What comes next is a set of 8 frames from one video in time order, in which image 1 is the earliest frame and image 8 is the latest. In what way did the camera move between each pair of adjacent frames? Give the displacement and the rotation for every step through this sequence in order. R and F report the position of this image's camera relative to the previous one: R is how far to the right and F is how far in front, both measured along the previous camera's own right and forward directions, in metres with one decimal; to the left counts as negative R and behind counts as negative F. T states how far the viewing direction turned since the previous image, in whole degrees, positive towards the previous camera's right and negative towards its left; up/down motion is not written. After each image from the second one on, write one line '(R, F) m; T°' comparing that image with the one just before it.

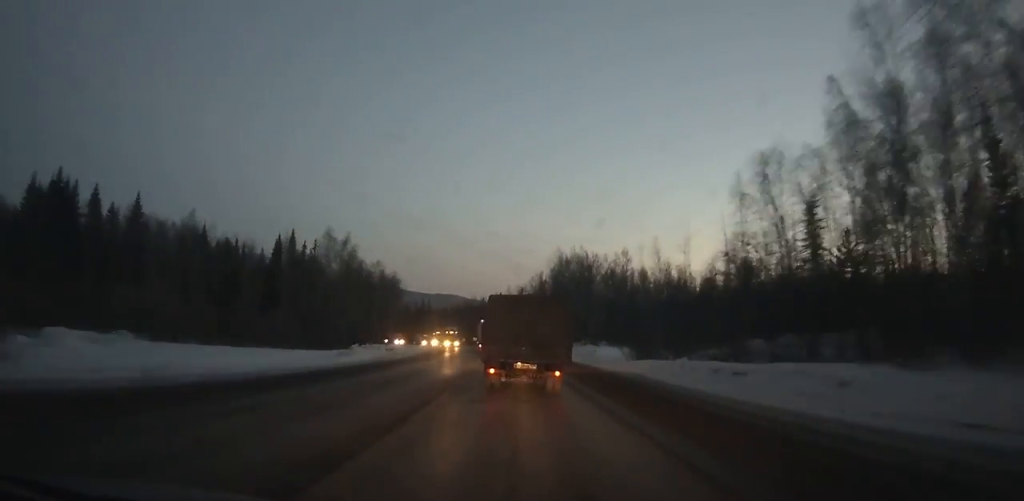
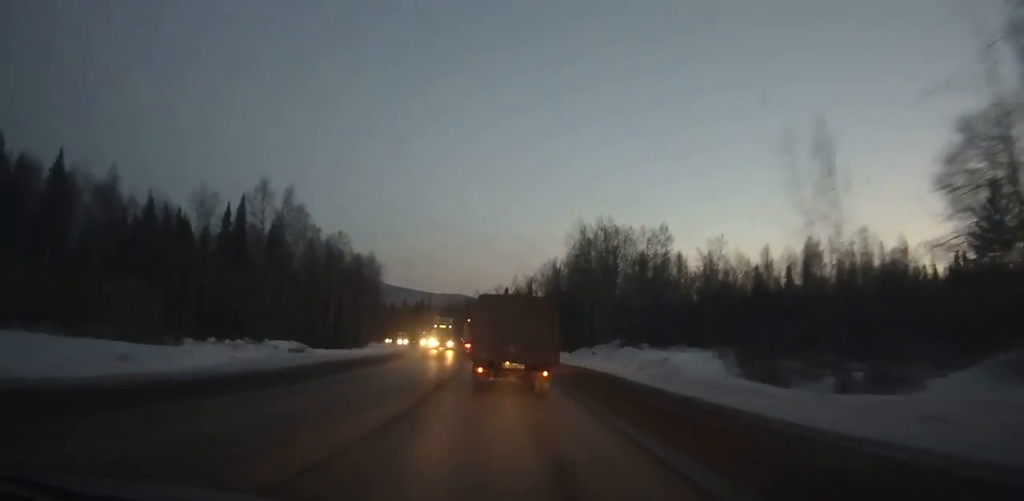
(-0.4, +23.1) m; -2°
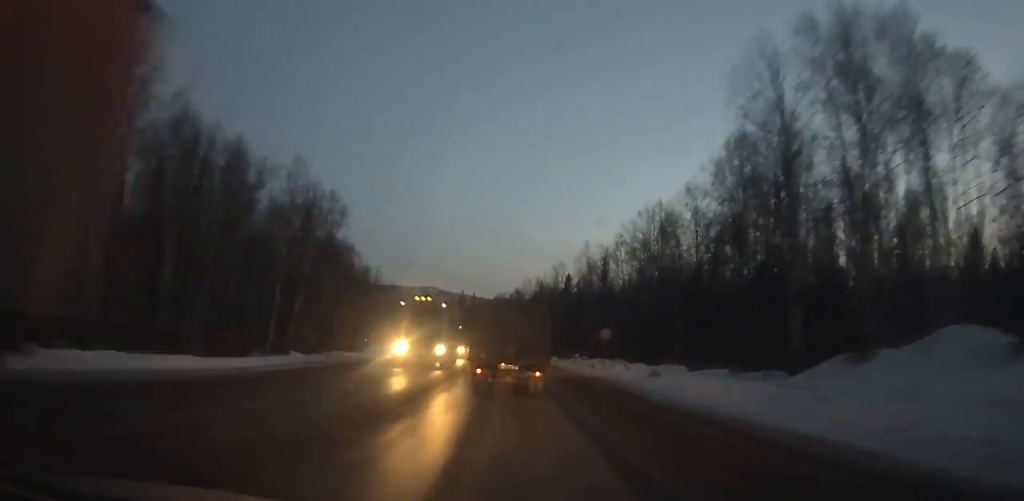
(-1.9, +46.5) m; -4°
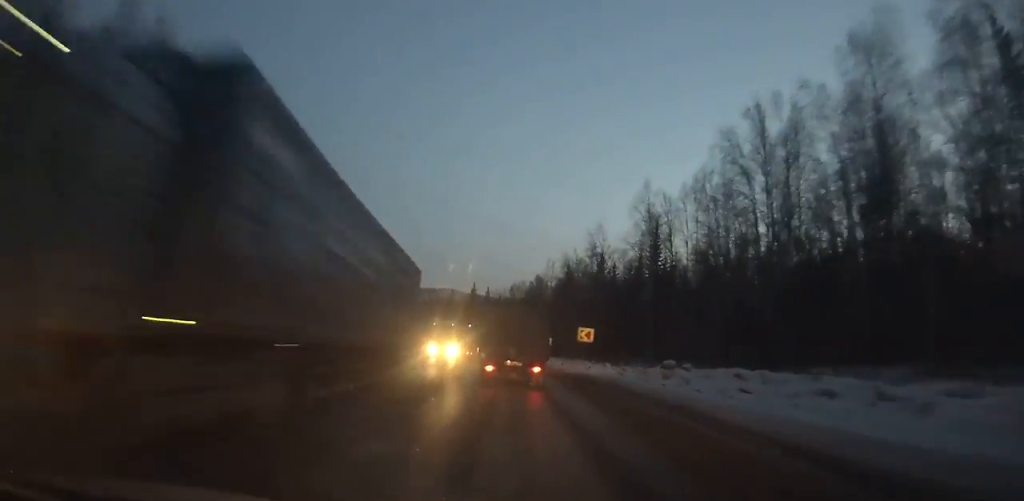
(-0.4, +27.4) m; -3°
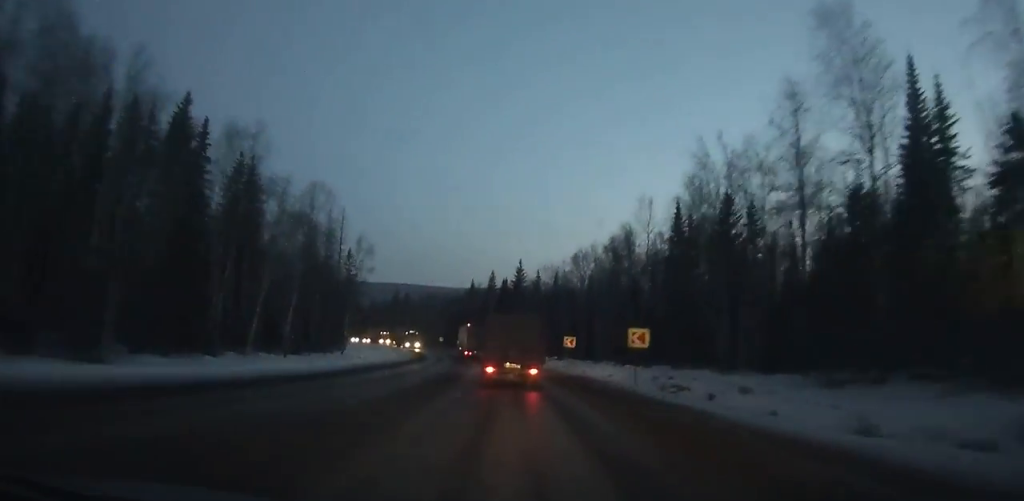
(-1.8, +44.0) m; -5°
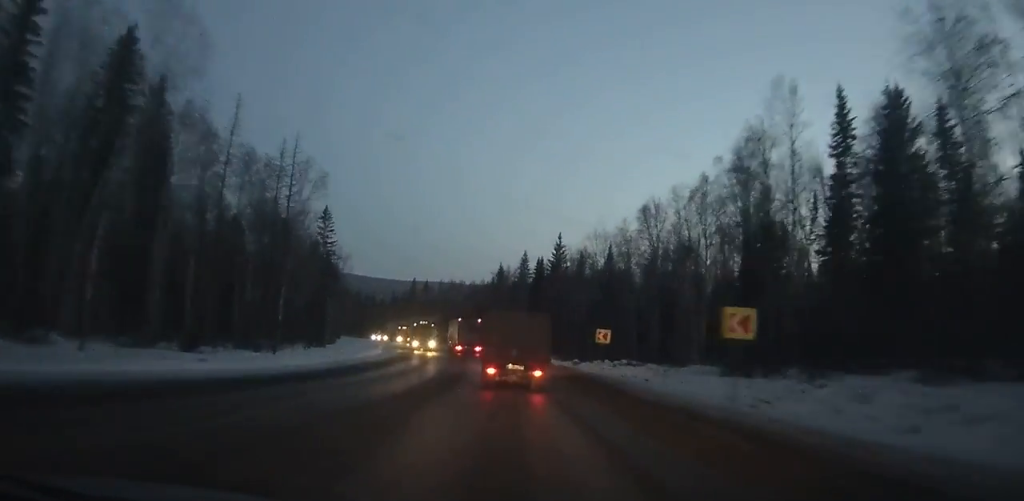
(-0.5, +26.5) m; -3°
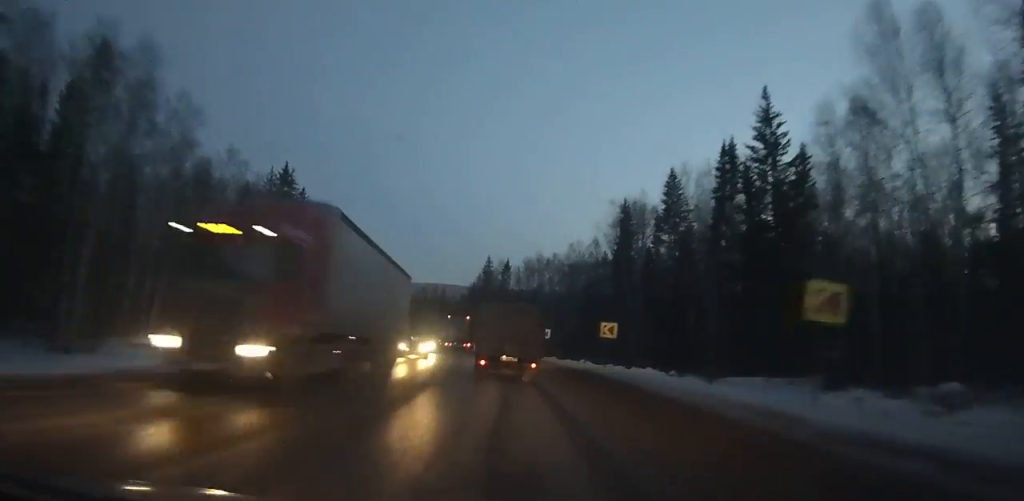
(-5.5, +60.7) m; -11°
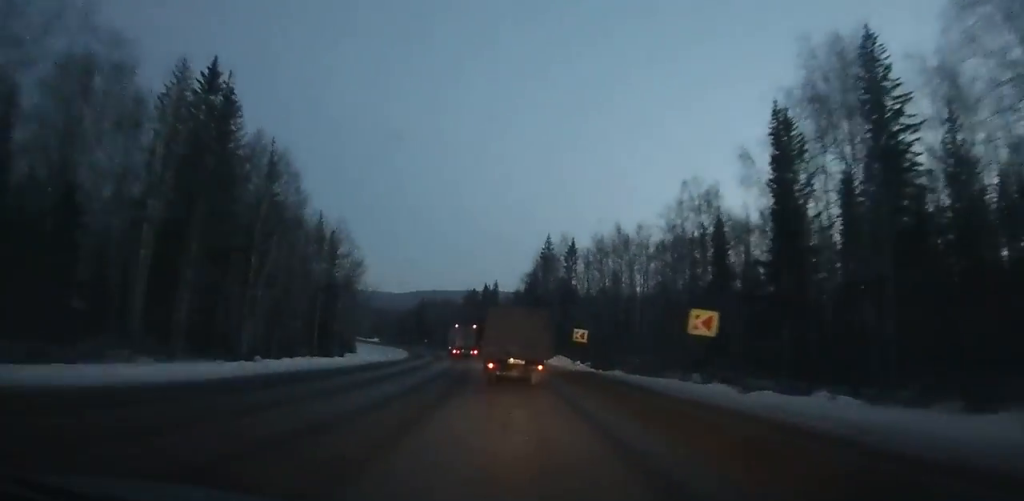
(-1.5, +33.5) m; -6°
